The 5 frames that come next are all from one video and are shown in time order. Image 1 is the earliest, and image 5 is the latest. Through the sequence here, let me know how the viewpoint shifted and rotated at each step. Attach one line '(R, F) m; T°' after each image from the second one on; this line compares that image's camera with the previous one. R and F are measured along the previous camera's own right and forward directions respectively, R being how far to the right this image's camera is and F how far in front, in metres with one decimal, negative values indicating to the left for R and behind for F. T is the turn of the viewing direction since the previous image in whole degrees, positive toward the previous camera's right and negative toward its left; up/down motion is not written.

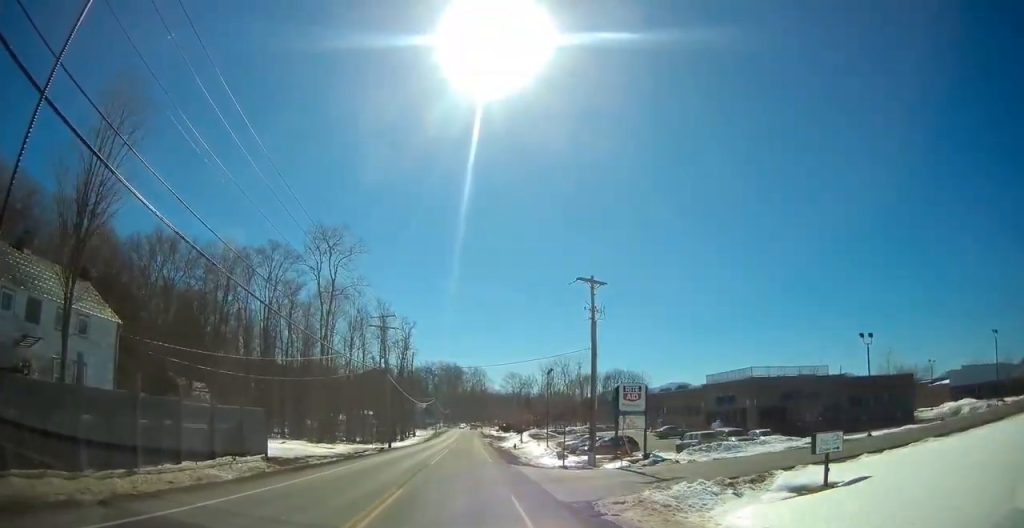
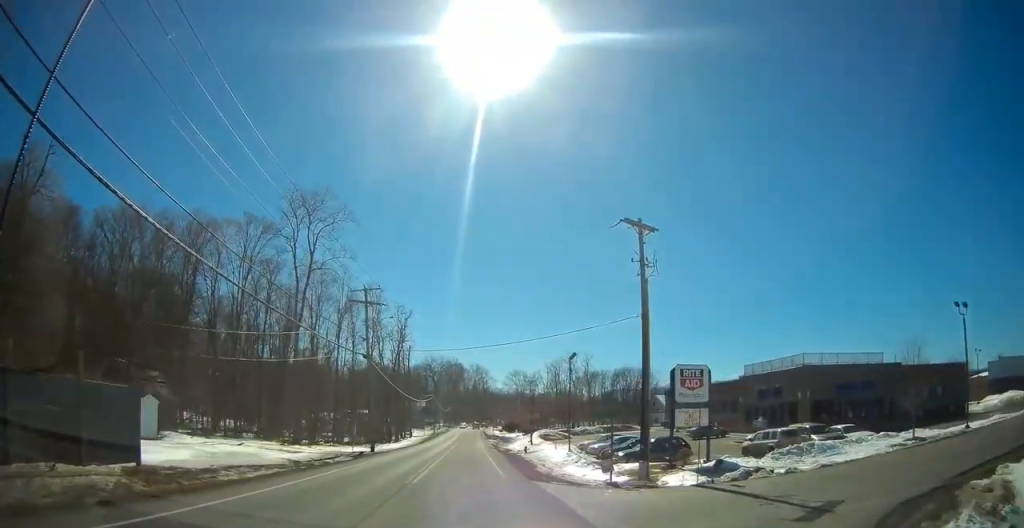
(0.0, +10.3) m; 0°
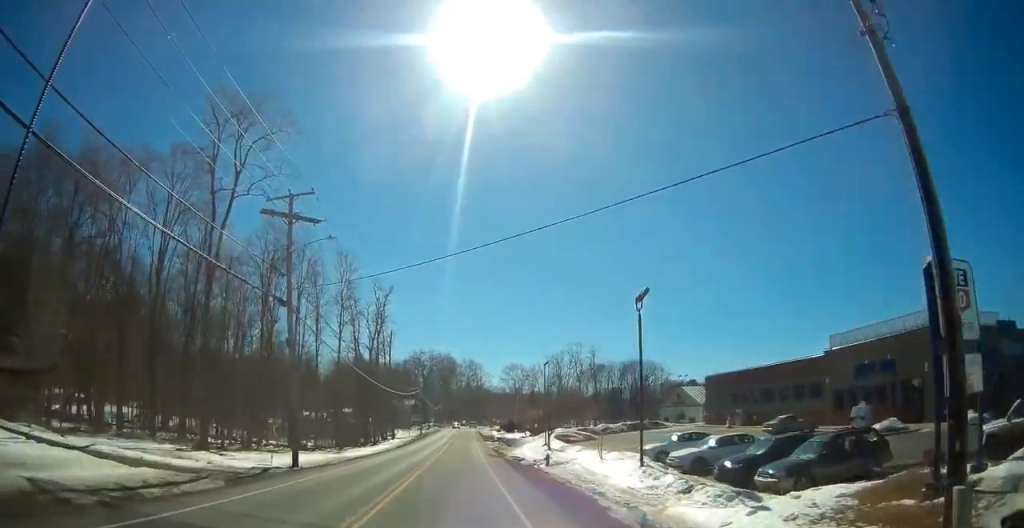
(0.0, +18.0) m; 0°
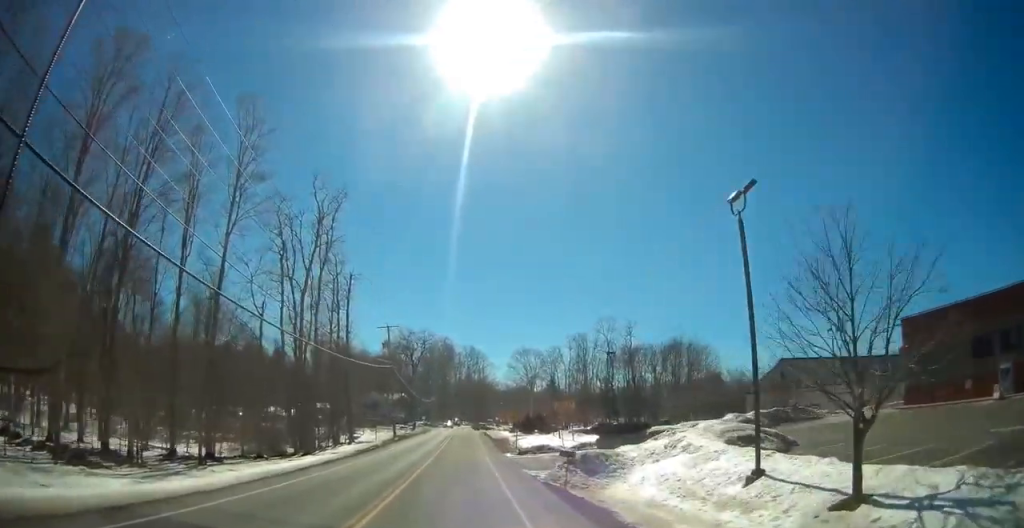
(0.0, +36.2) m; 0°
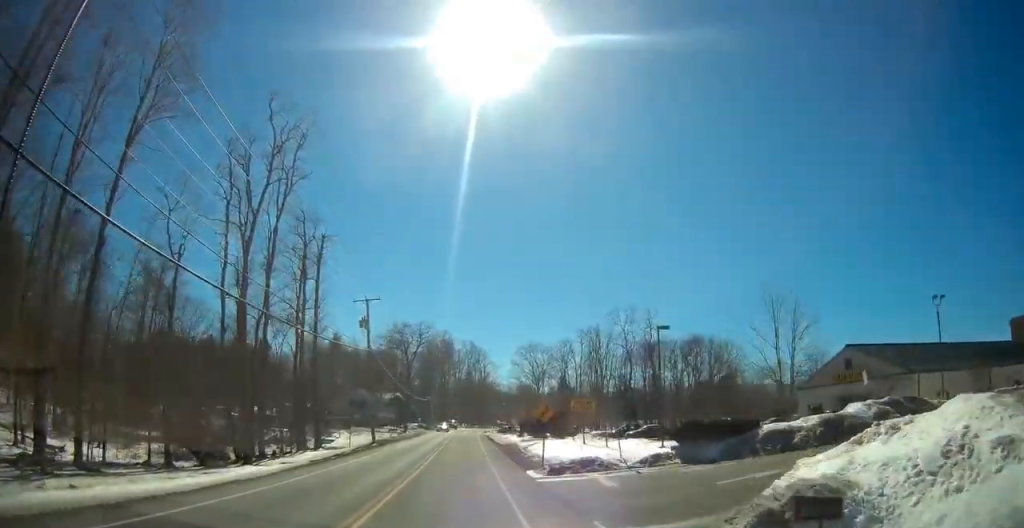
(0.0, +13.6) m; 0°
